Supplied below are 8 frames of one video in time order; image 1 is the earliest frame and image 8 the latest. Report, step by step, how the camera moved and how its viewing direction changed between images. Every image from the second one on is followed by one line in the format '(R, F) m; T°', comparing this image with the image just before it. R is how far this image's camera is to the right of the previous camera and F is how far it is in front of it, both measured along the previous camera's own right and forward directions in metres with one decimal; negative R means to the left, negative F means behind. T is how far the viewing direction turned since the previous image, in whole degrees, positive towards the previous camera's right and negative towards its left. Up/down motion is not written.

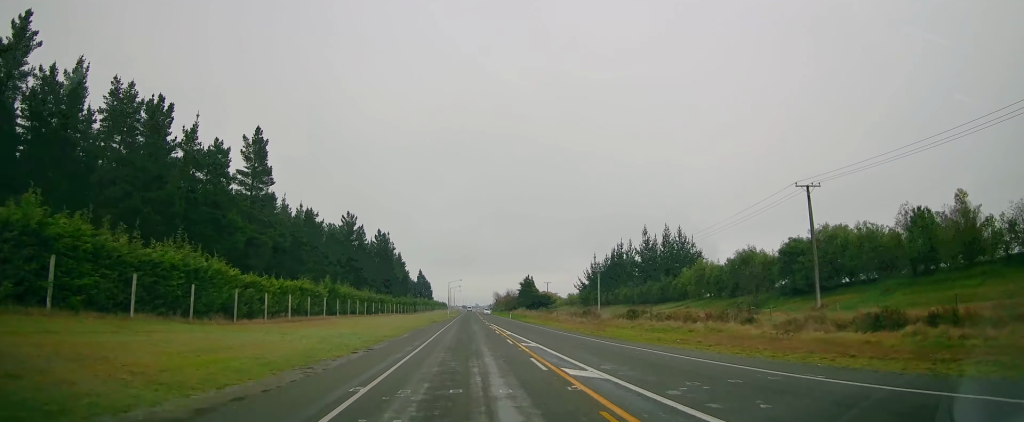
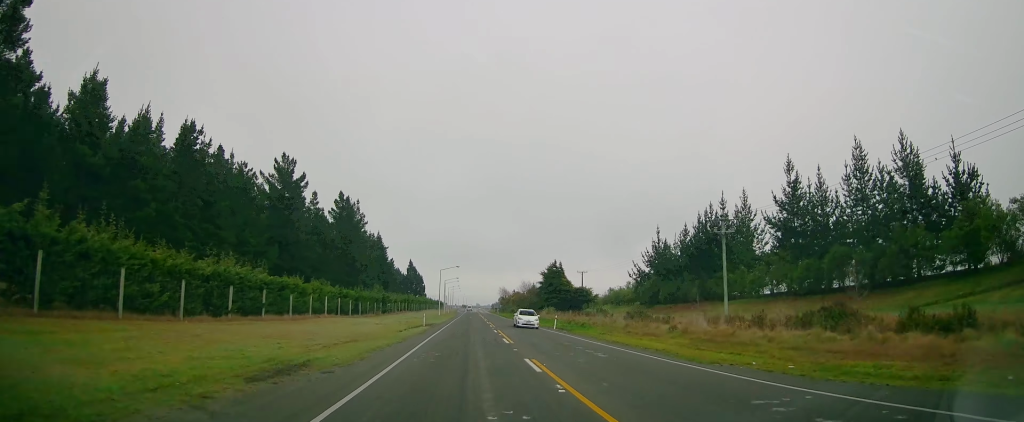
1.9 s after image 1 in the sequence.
(+0.7, +49.8) m; +1°
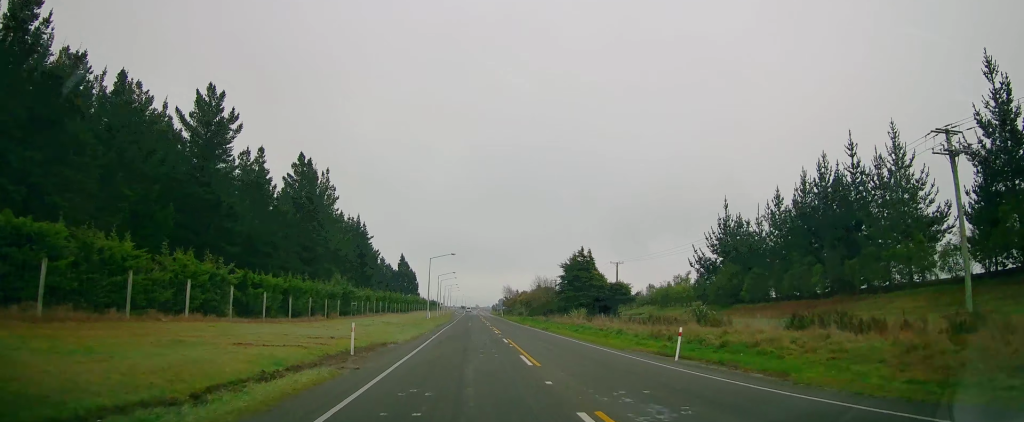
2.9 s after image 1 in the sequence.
(-0.2, +27.2) m; 0°
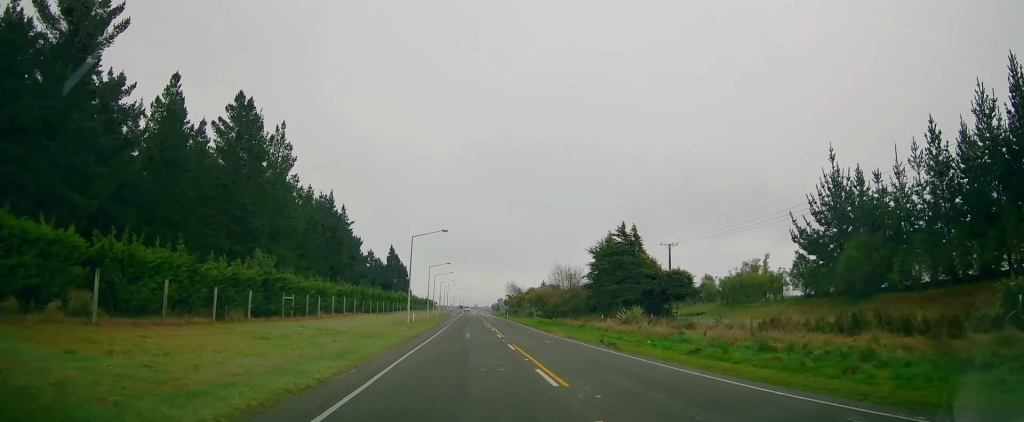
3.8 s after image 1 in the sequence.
(0.0, +23.7) m; 0°
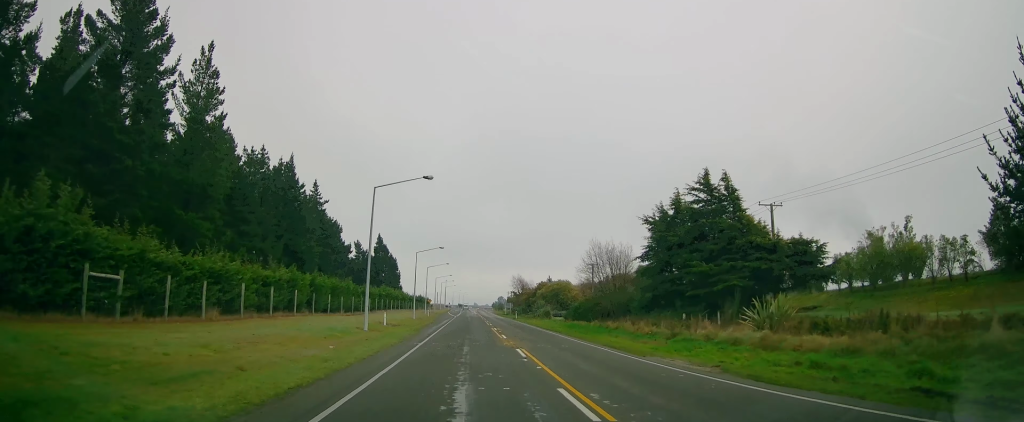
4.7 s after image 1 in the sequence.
(+0.1, +23.0) m; 0°
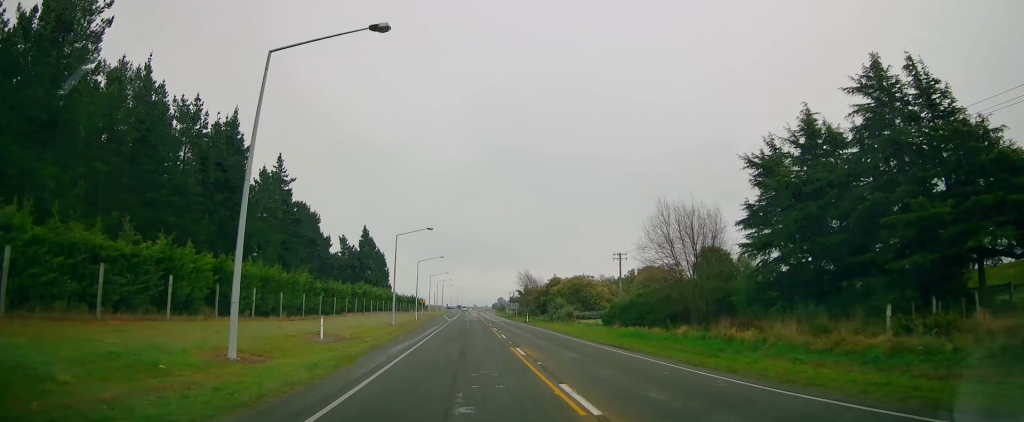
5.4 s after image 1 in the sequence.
(0.0, +19.6) m; 0°
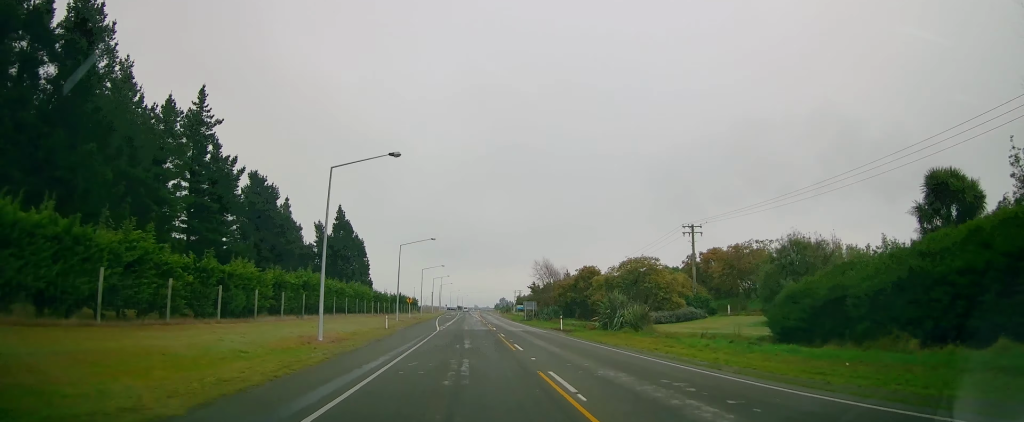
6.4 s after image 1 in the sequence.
(0.0, +27.7) m; 0°
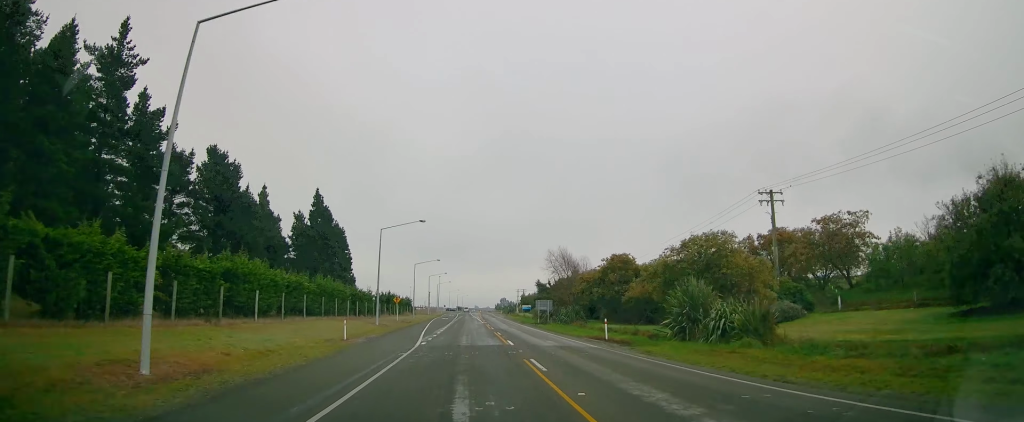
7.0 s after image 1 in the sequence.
(0.0, +16.0) m; 0°
